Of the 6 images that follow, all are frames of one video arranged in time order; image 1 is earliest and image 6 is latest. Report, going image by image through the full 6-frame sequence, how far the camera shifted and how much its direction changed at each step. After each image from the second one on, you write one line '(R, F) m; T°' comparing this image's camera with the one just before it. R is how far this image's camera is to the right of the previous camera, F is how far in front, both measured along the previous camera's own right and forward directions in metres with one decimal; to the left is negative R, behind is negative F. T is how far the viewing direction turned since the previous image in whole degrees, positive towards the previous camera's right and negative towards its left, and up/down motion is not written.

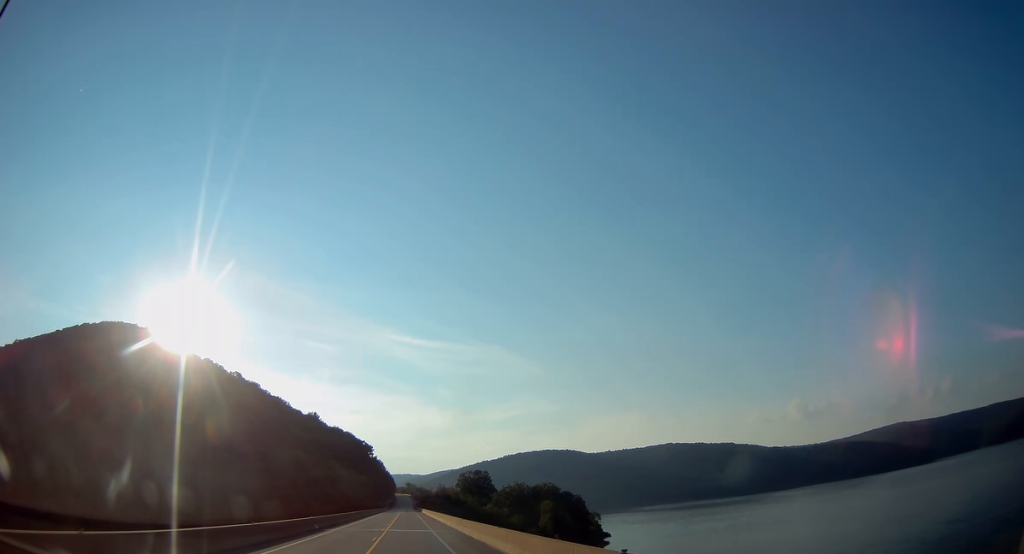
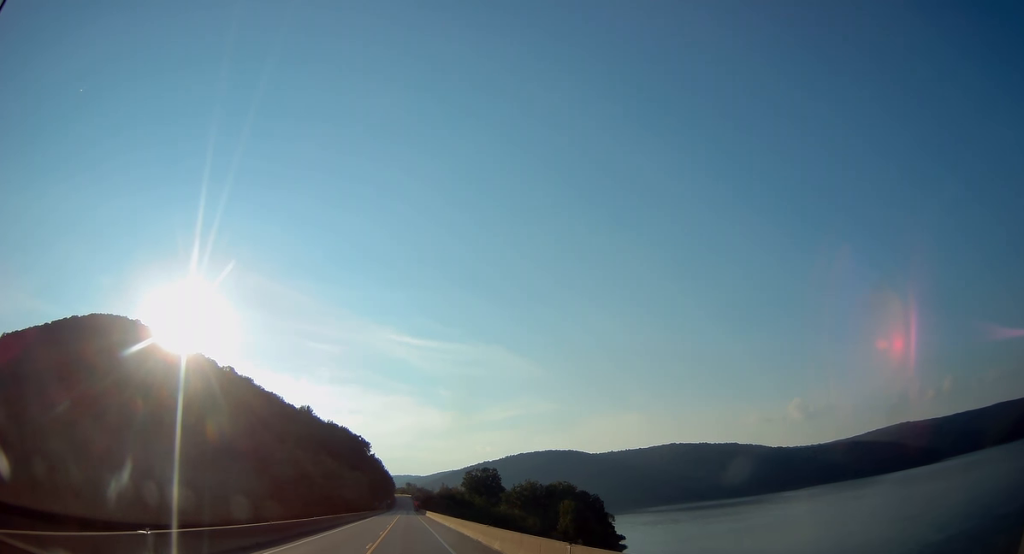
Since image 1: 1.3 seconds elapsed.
(-0.1, +28.3) m; -1°
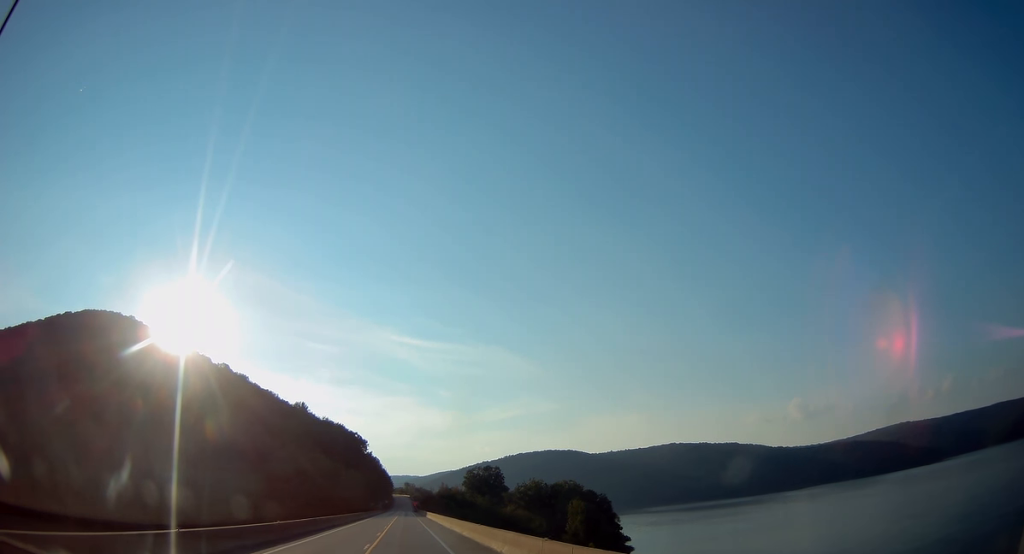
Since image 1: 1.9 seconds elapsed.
(0.0, +12.7) m; 0°
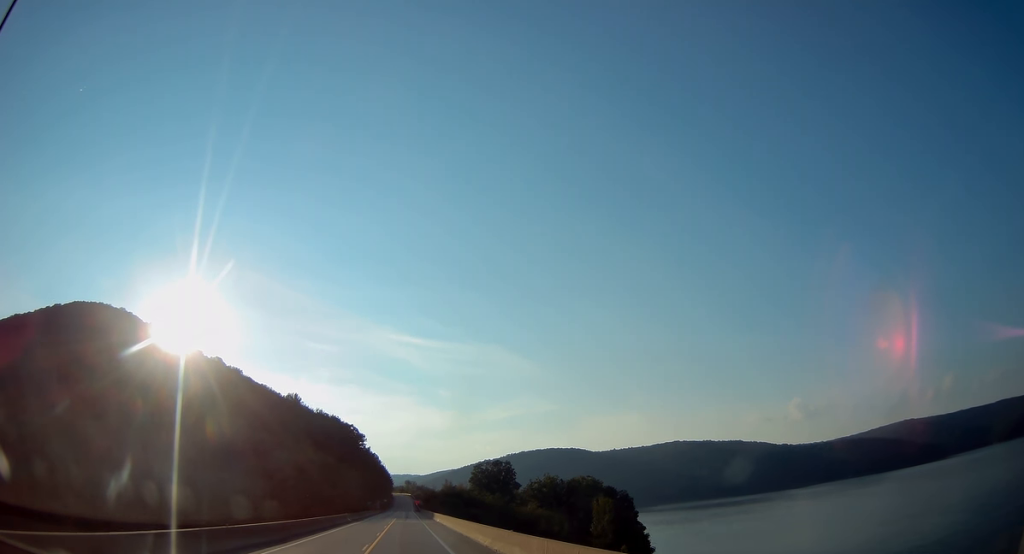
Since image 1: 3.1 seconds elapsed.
(0.0, +25.1) m; +1°
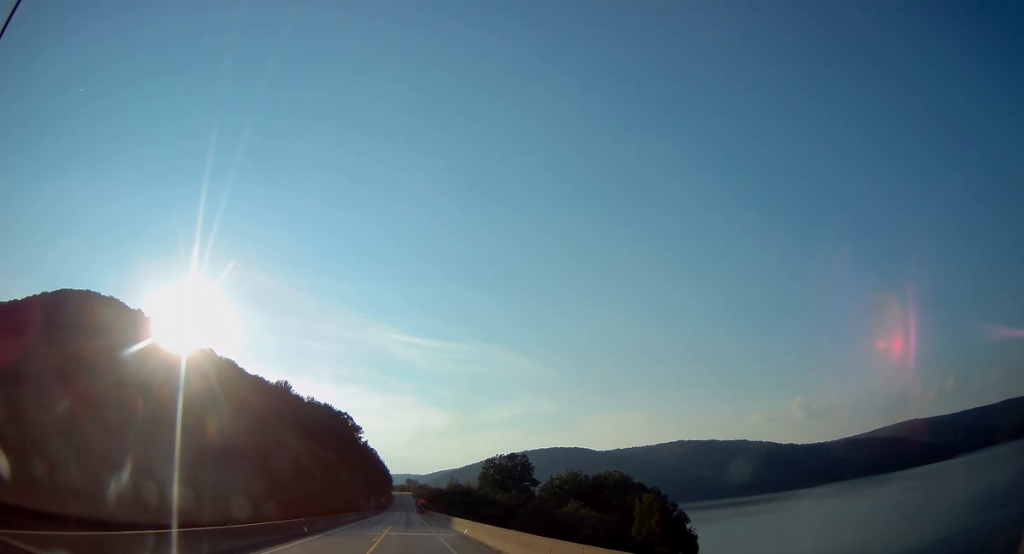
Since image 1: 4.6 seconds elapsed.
(-0.1, +30.4) m; -1°
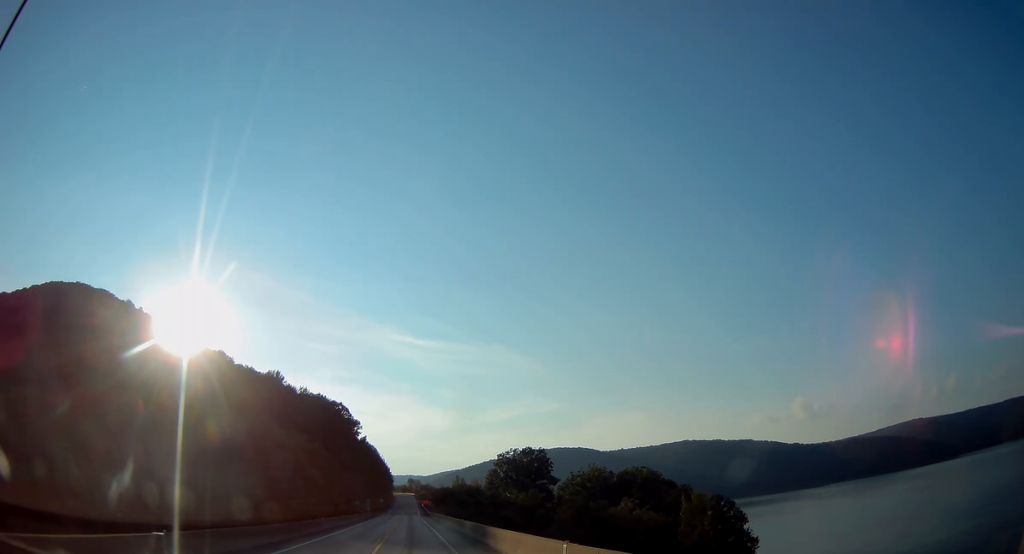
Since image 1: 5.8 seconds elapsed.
(+0.2, +23.1) m; +1°
